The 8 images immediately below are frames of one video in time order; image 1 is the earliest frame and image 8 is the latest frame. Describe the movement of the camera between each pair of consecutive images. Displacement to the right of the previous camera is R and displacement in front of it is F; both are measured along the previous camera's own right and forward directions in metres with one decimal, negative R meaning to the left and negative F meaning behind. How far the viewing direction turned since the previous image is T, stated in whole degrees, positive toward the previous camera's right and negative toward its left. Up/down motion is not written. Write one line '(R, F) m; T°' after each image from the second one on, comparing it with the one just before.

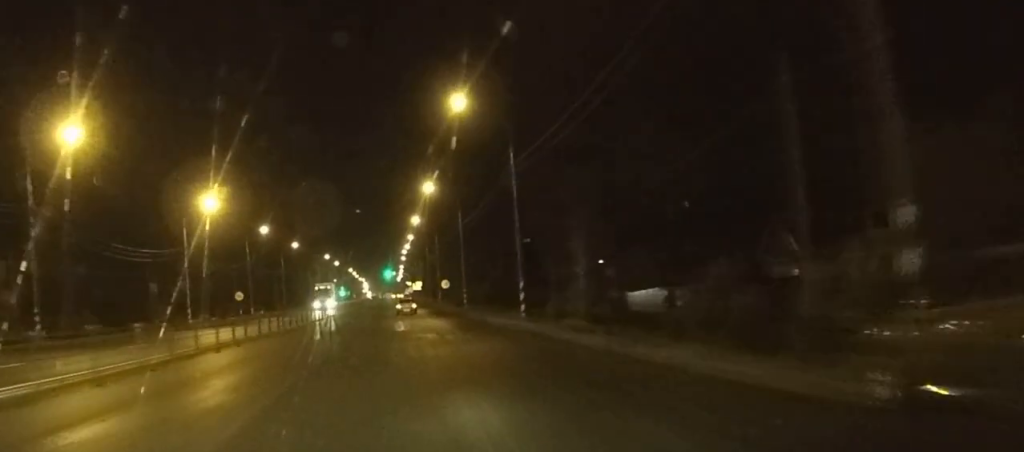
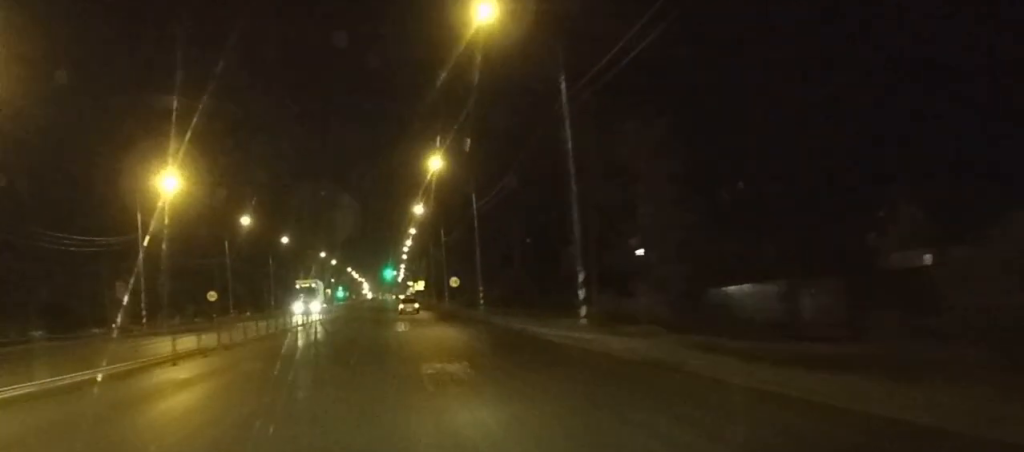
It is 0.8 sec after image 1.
(0.0, +14.4) m; 0°
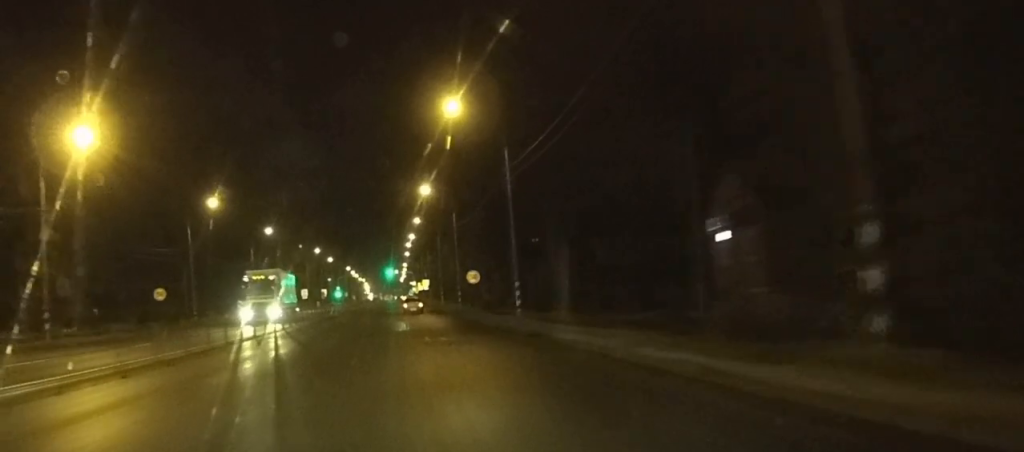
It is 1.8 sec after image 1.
(+0.1, +18.5) m; 0°
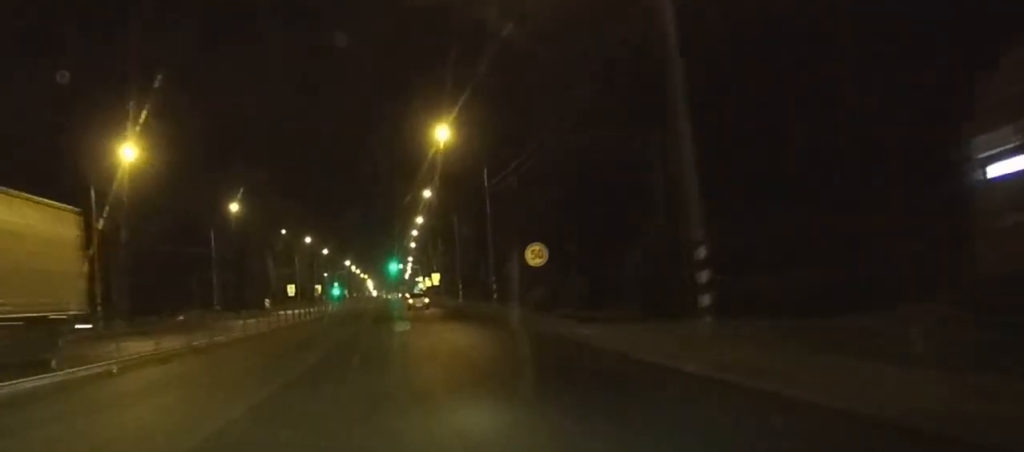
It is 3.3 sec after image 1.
(-0.2, +26.7) m; 0°
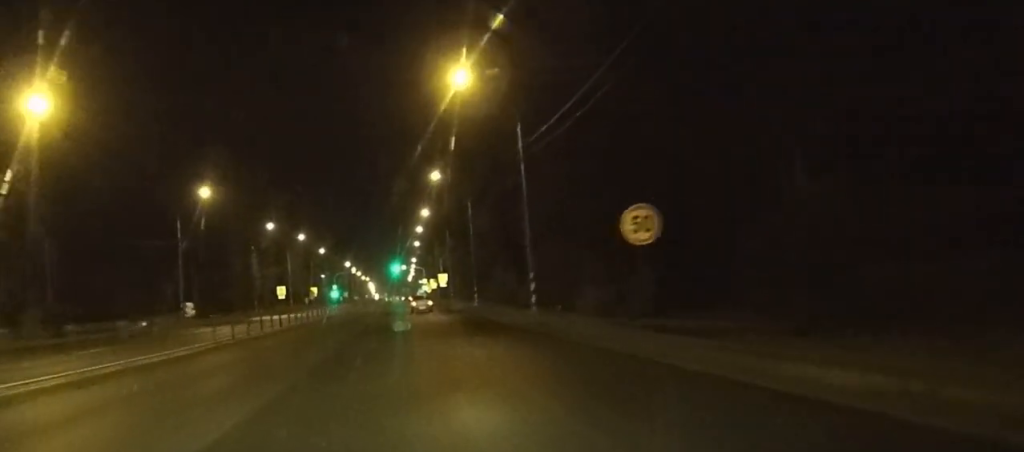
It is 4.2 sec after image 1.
(0.0, +14.6) m; 0°
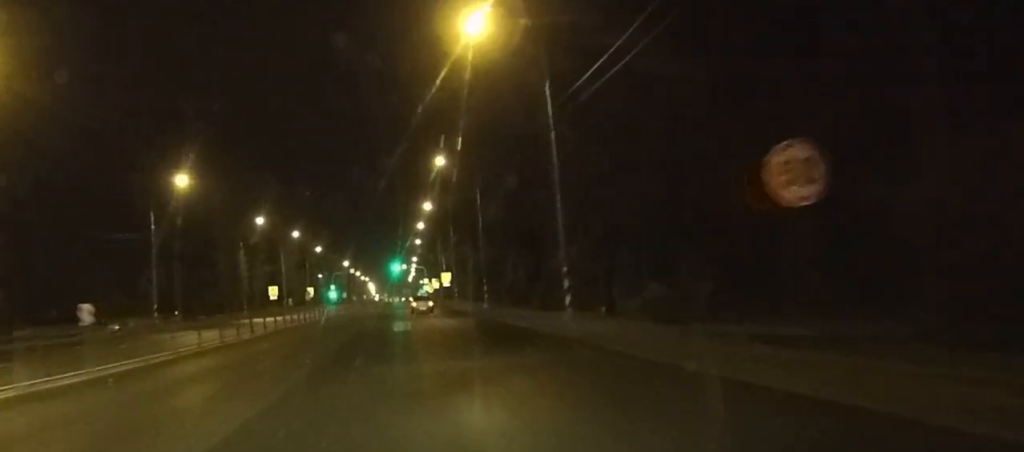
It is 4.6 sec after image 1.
(0.0, +8.1) m; 0°
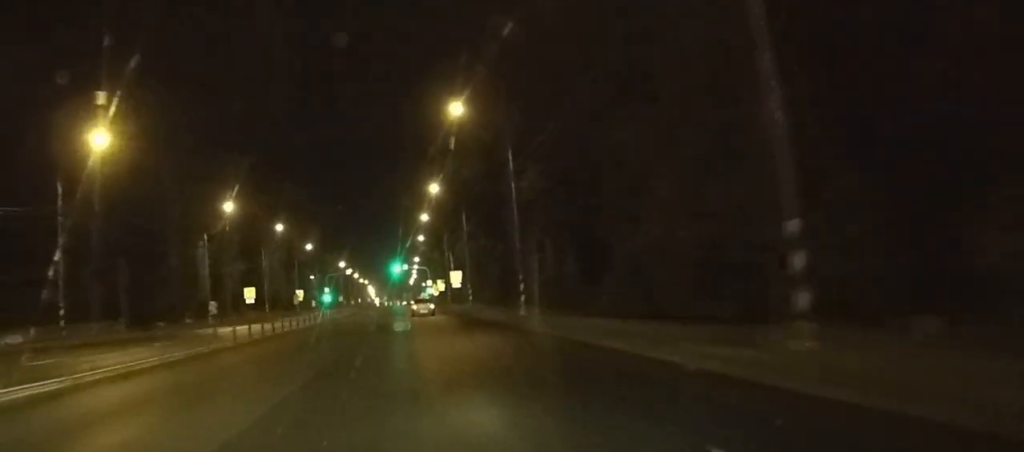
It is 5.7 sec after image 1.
(-0.2, +18.8) m; -1°
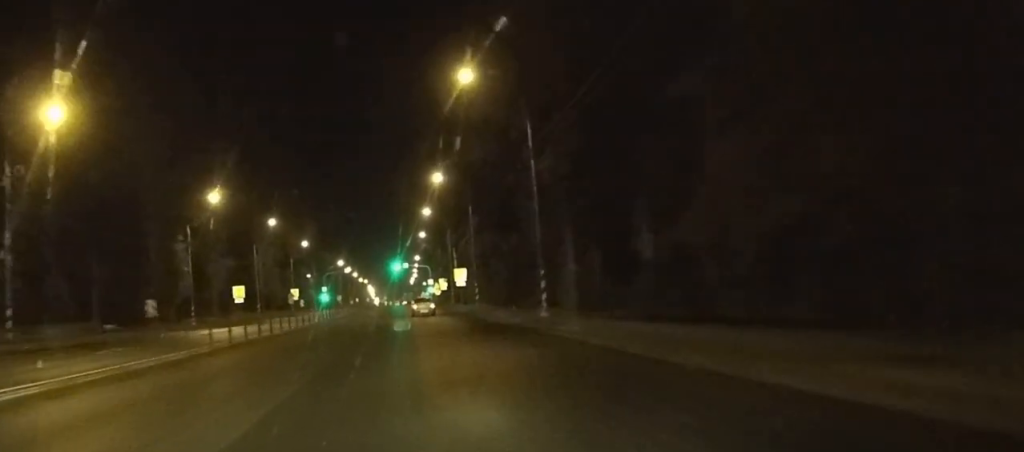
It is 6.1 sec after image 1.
(0.0, +6.7) m; 0°
